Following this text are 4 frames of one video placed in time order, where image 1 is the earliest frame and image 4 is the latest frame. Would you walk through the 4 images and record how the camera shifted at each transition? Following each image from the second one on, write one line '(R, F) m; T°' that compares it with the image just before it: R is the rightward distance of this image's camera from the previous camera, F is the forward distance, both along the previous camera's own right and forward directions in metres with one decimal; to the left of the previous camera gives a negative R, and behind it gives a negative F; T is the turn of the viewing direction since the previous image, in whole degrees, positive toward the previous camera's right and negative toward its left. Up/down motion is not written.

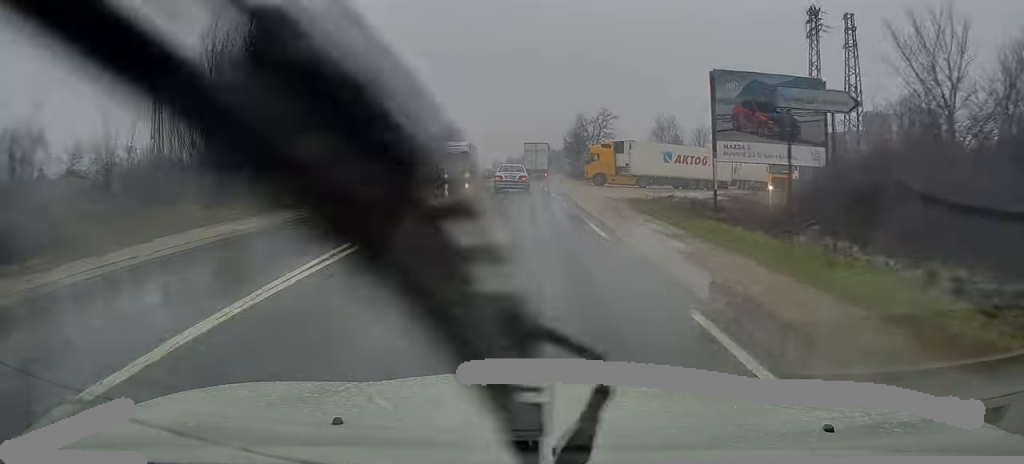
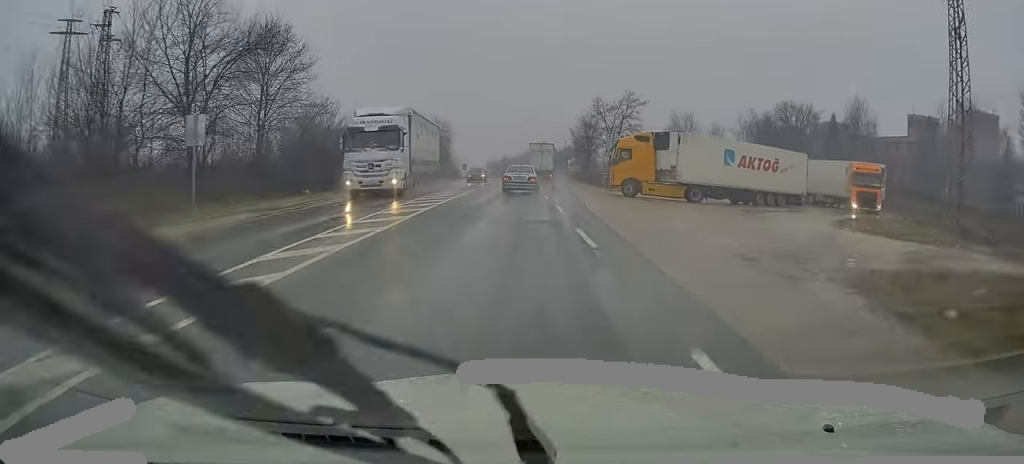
(-0.1, +18.8) m; 0°
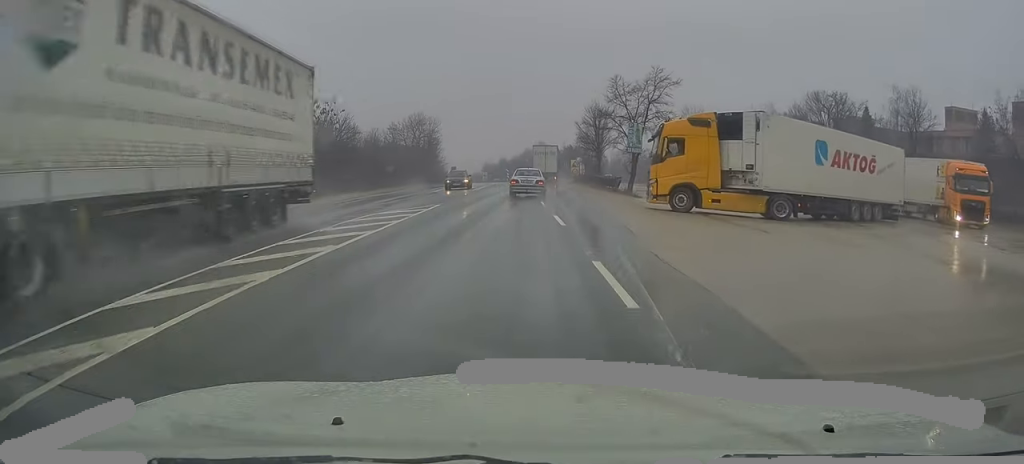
(+0.2, +13.7) m; +1°
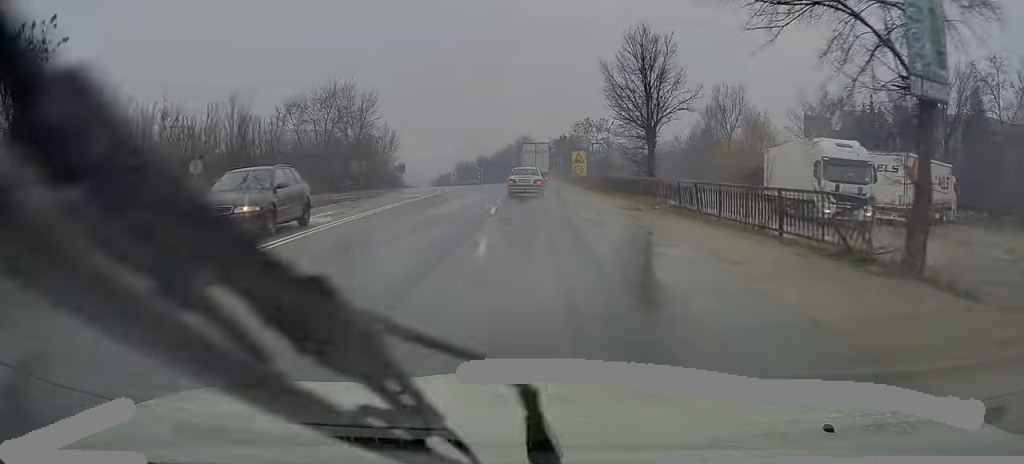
(+0.4, +33.2) m; +2°
